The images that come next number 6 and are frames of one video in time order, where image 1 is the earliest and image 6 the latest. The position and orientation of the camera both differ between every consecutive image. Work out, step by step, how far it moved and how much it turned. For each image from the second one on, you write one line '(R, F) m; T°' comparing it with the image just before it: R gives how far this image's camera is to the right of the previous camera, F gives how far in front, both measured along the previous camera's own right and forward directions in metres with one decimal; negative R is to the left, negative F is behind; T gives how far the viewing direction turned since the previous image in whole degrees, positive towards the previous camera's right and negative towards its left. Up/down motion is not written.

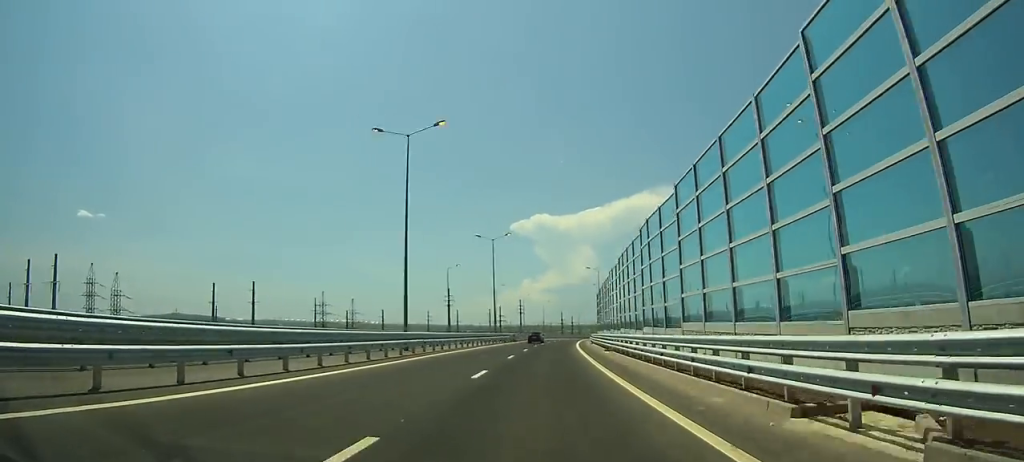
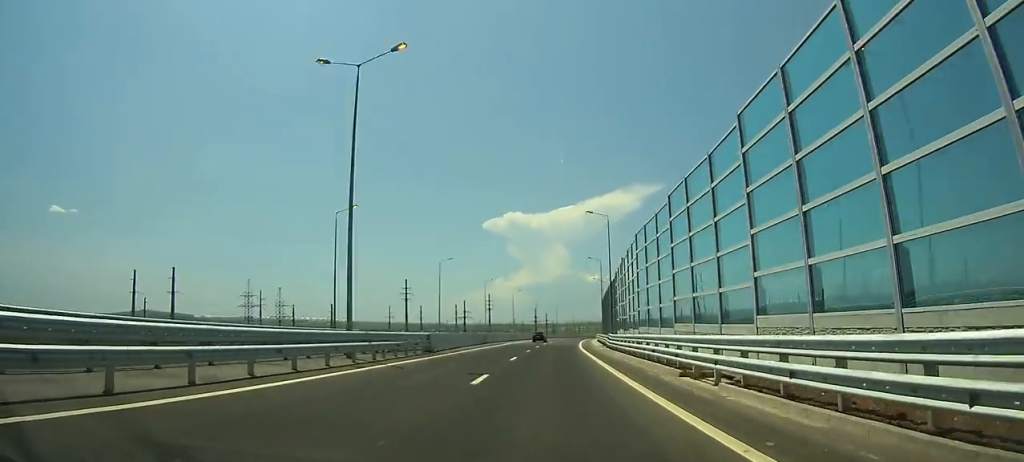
(+2.7, +49.3) m; +3°
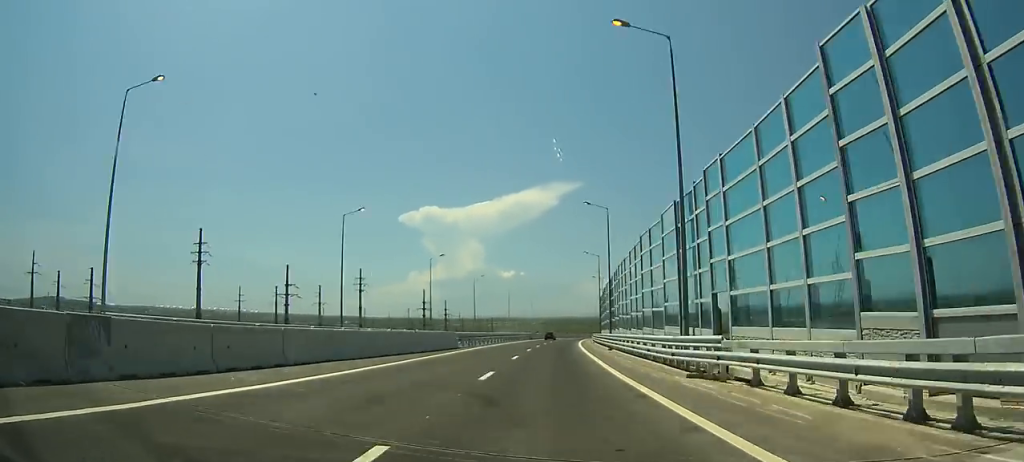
(+10.8, +141.9) m; +9°
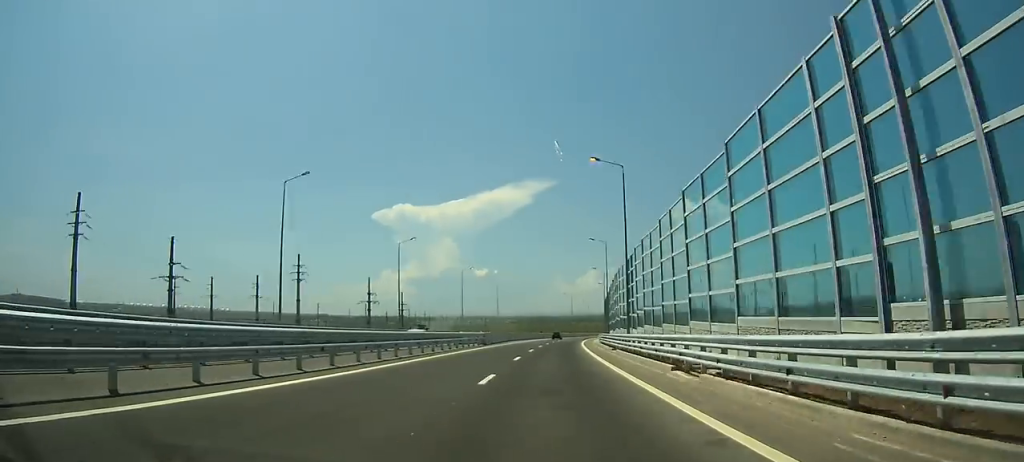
(+0.2, +49.2) m; +3°
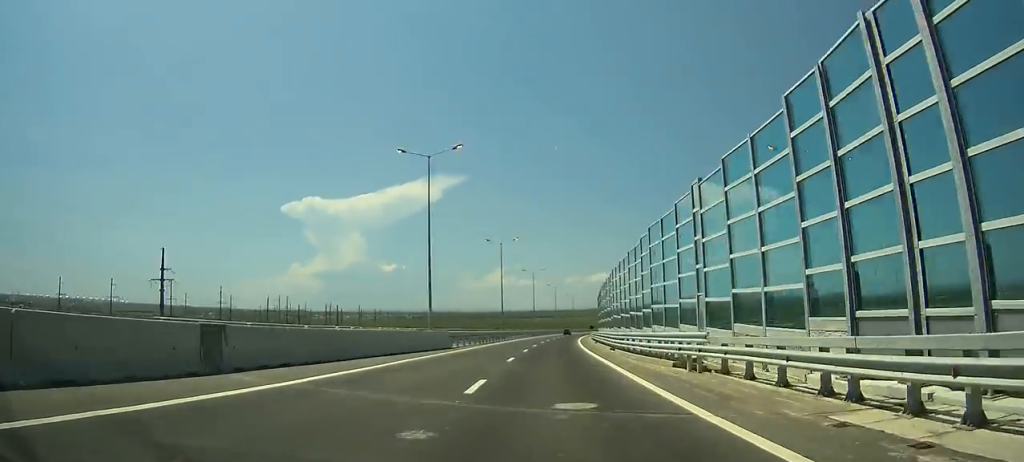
(+9.4, +145.9) m; +8°
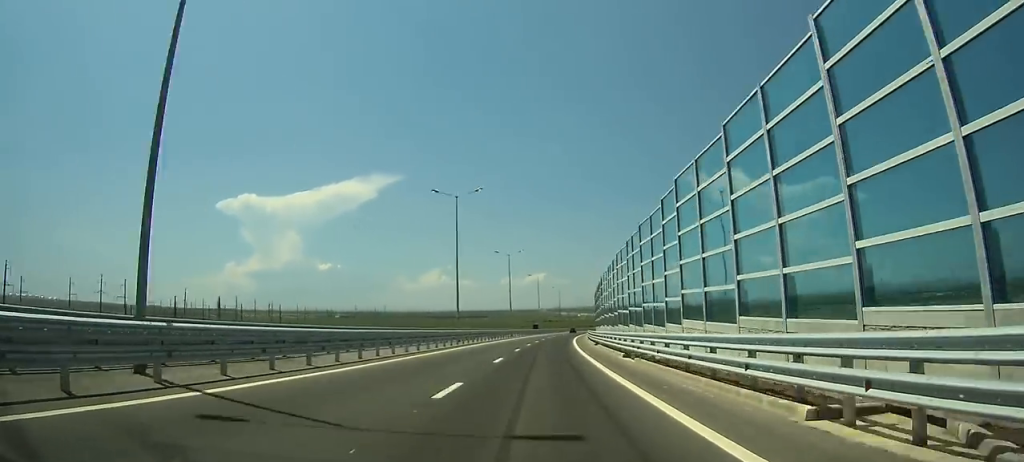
(+9.1, +109.3) m; +7°
